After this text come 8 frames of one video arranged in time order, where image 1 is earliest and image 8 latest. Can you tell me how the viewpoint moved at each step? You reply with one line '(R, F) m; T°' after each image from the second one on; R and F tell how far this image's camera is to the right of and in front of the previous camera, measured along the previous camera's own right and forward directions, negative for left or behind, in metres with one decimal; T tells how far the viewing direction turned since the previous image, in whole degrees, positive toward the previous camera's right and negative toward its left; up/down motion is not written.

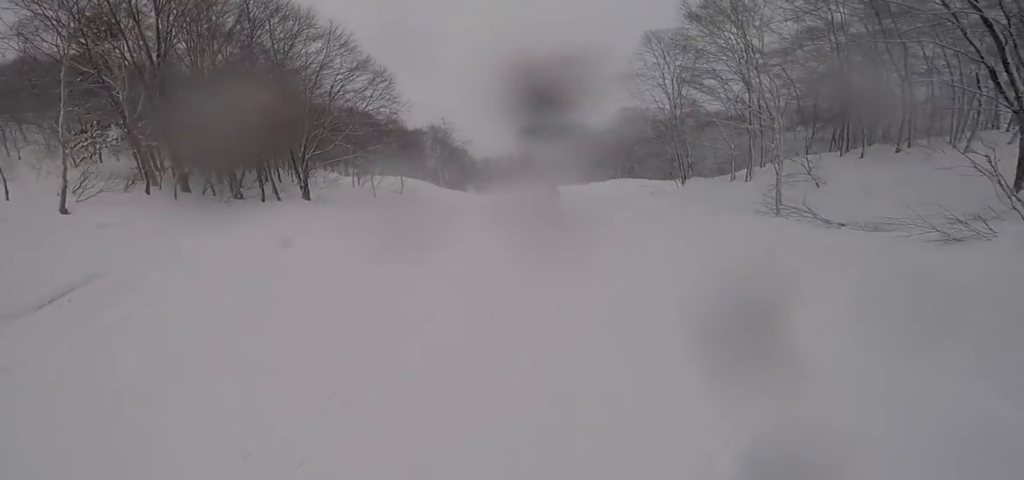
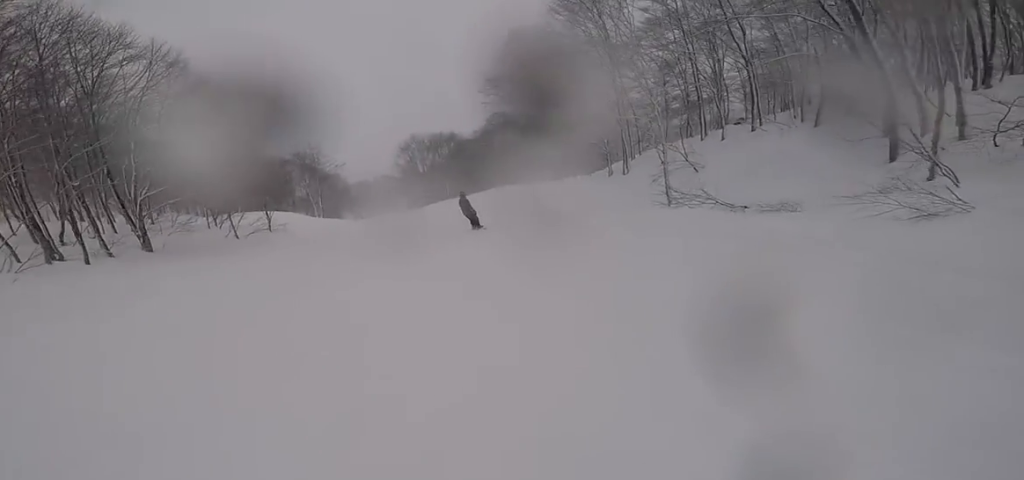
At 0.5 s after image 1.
(+0.4, +2.1) m; +8°
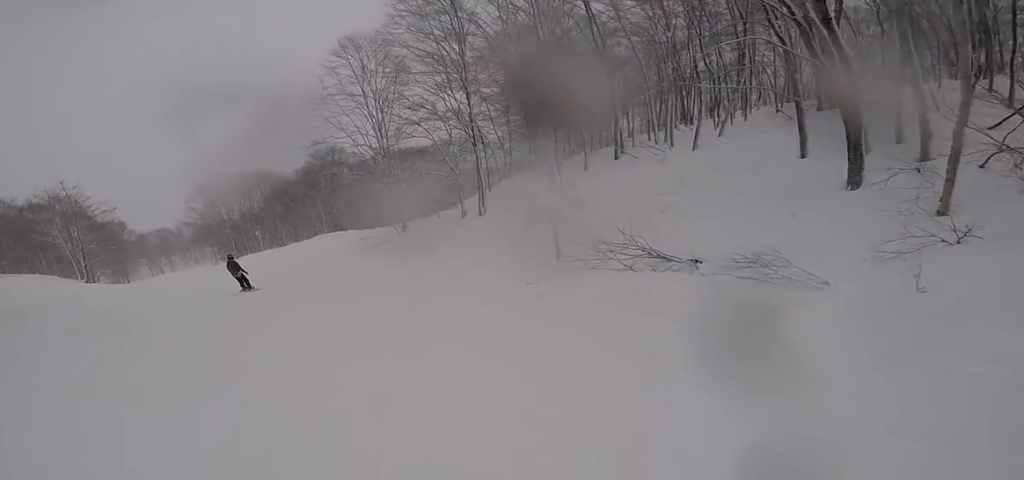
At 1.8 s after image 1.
(+1.2, +6.3) m; -4°
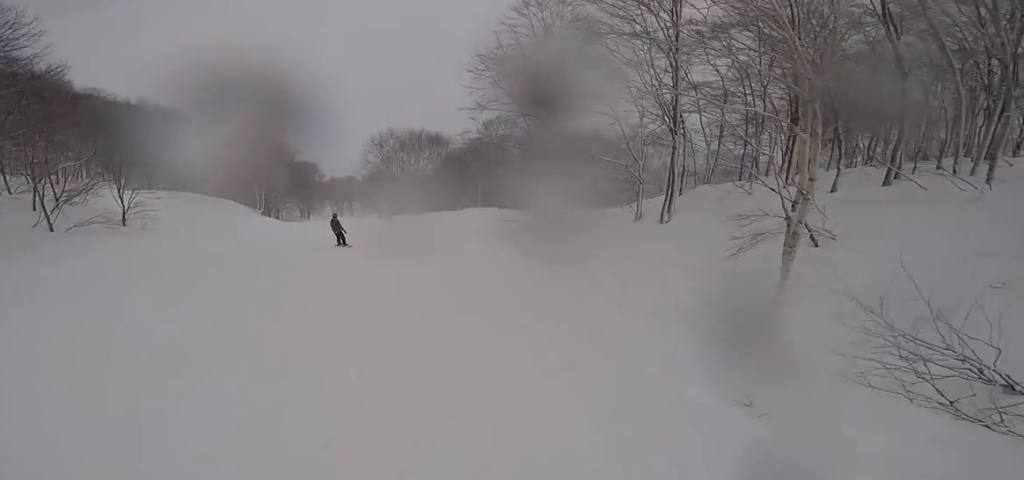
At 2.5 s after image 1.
(-0.5, +3.4) m; -15°
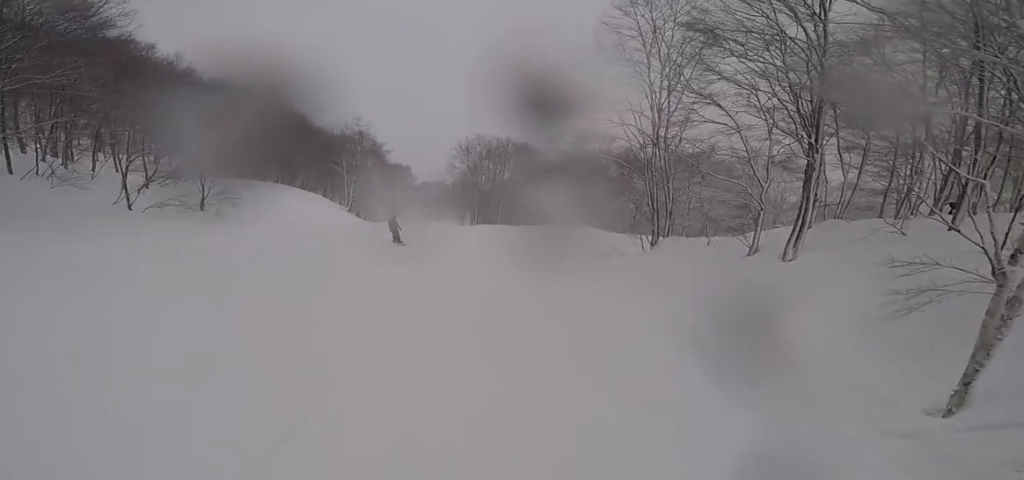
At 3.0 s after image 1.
(-0.1, +2.0) m; -7°
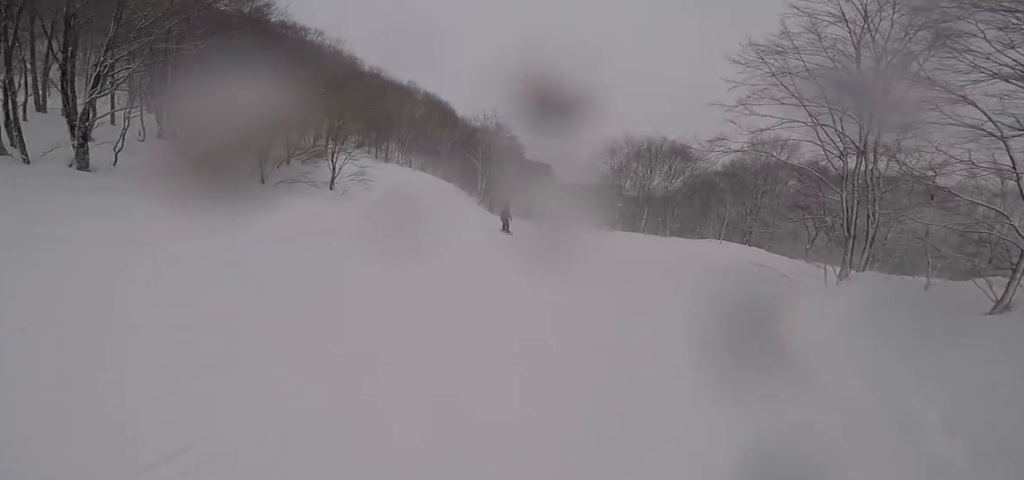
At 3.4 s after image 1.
(-0.1, +2.1) m; -6°
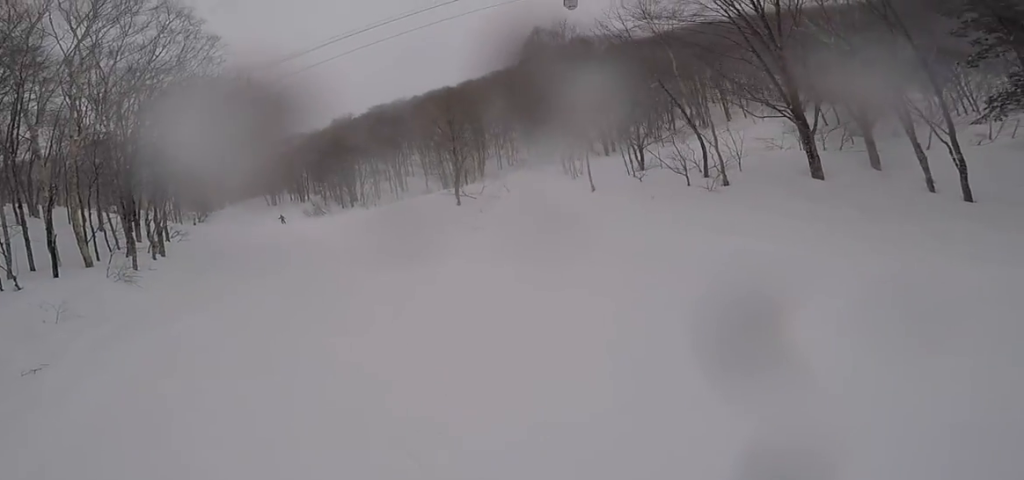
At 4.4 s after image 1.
(-0.5, +4.5) m; -6°
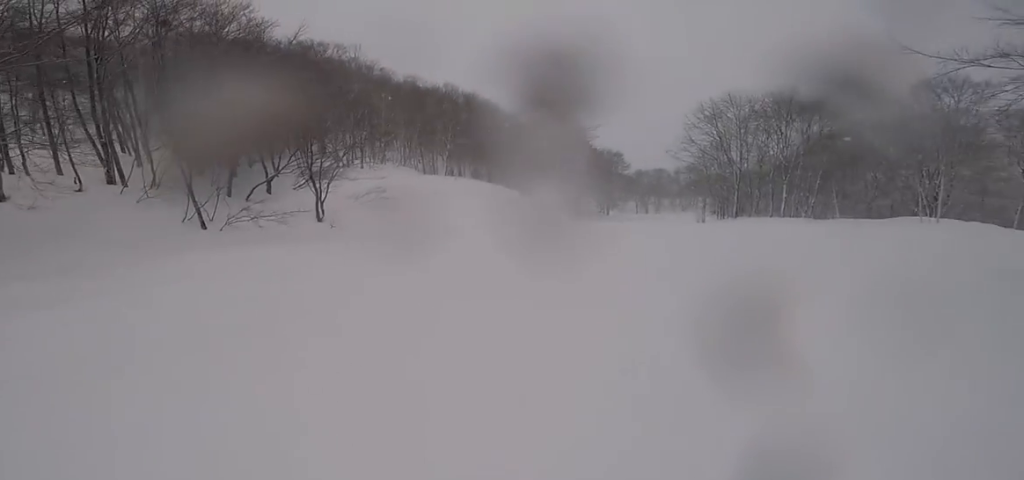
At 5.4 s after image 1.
(-0.1, +4.5) m; +2°
